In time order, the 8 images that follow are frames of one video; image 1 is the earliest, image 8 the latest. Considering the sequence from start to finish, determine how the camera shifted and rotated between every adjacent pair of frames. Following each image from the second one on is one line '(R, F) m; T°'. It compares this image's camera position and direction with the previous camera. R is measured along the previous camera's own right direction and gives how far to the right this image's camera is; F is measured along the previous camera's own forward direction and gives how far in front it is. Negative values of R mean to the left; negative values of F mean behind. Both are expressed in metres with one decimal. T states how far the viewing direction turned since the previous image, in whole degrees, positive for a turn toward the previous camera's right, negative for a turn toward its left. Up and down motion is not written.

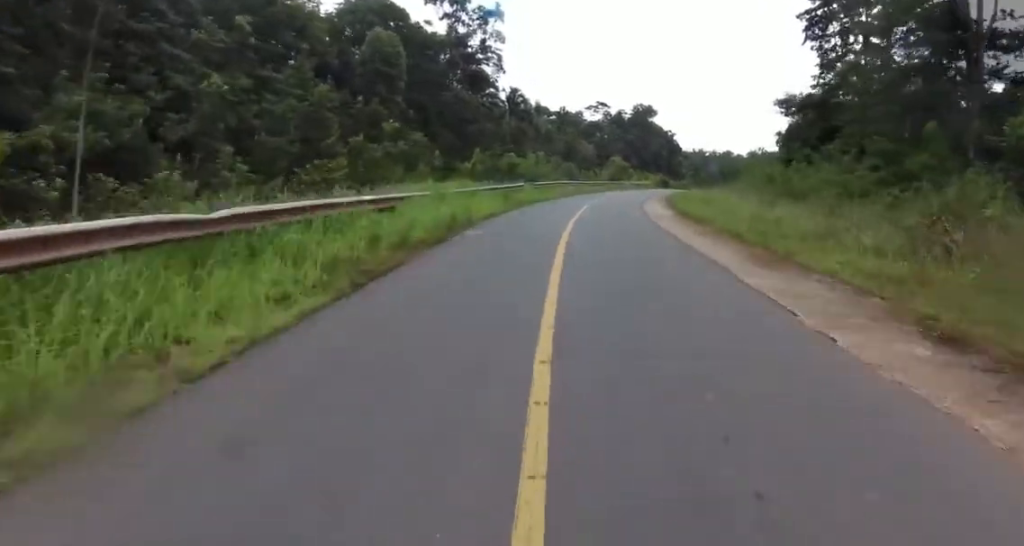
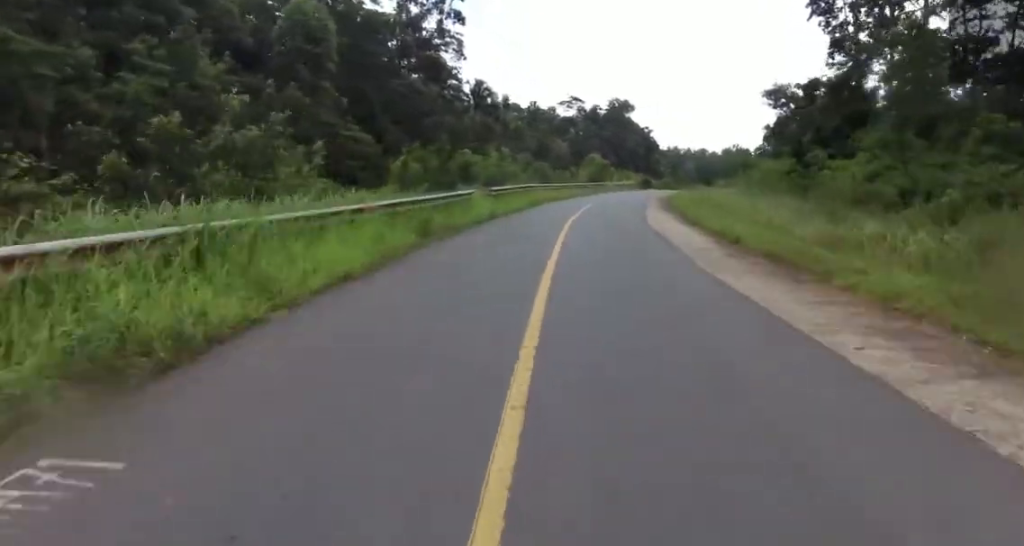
(+0.1, +10.8) m; 0°
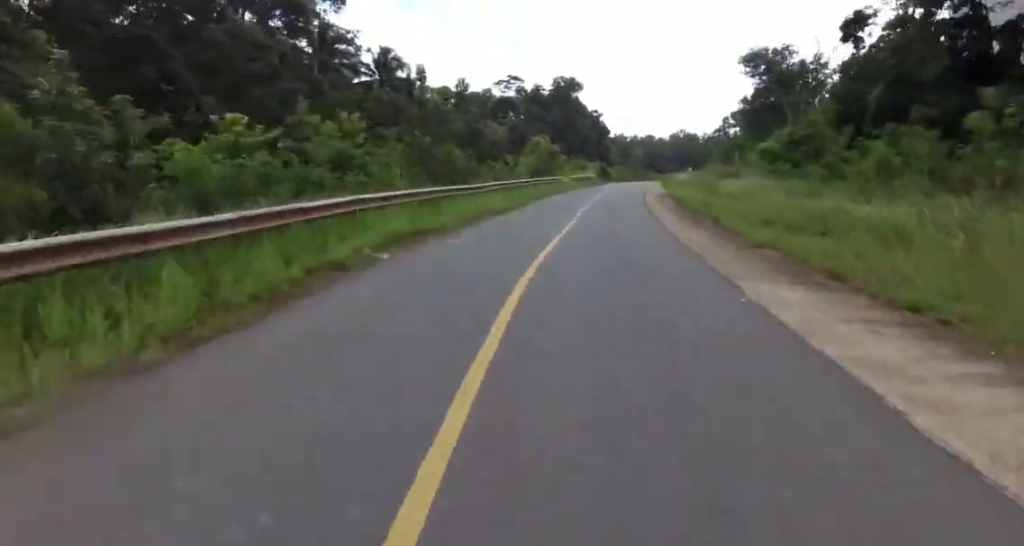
(-0.9, +22.6) m; -1°
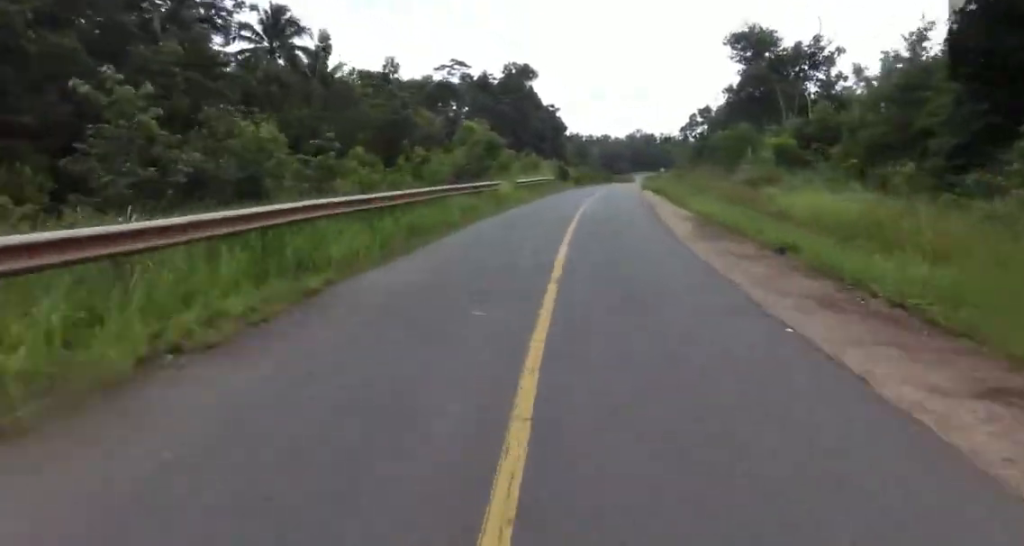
(+0.2, +19.2) m; +3°
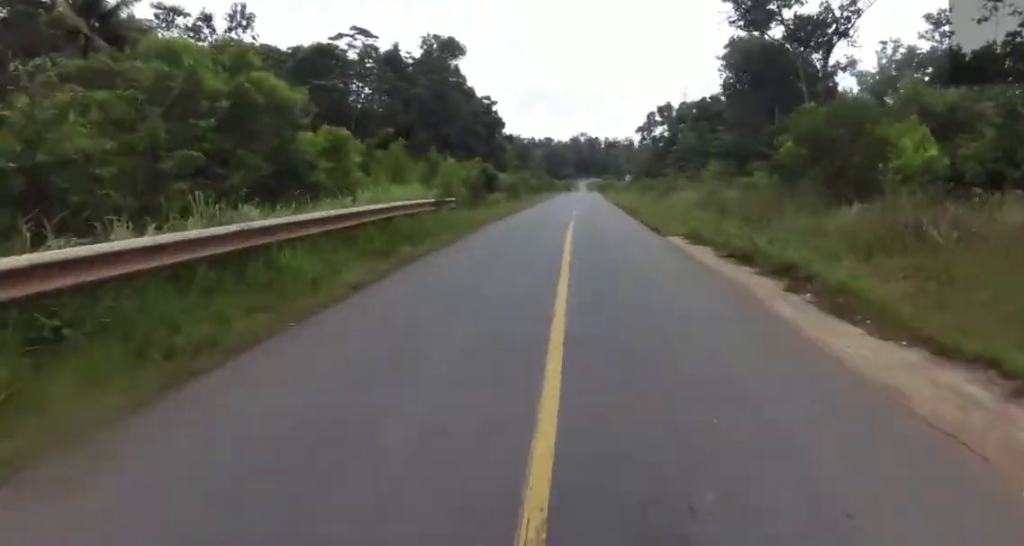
(+1.8, +27.8) m; +5°
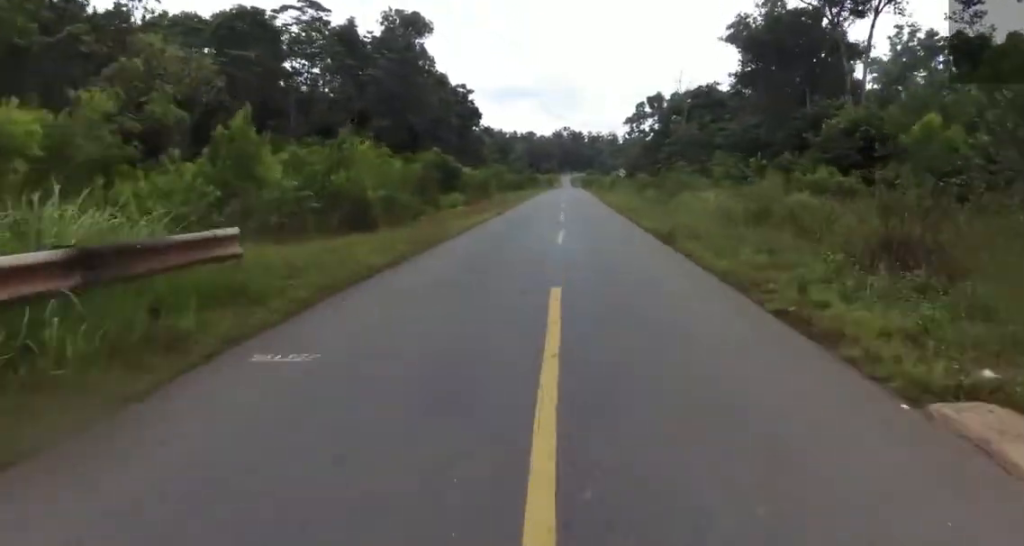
(+0.2, +13.1) m; +1°
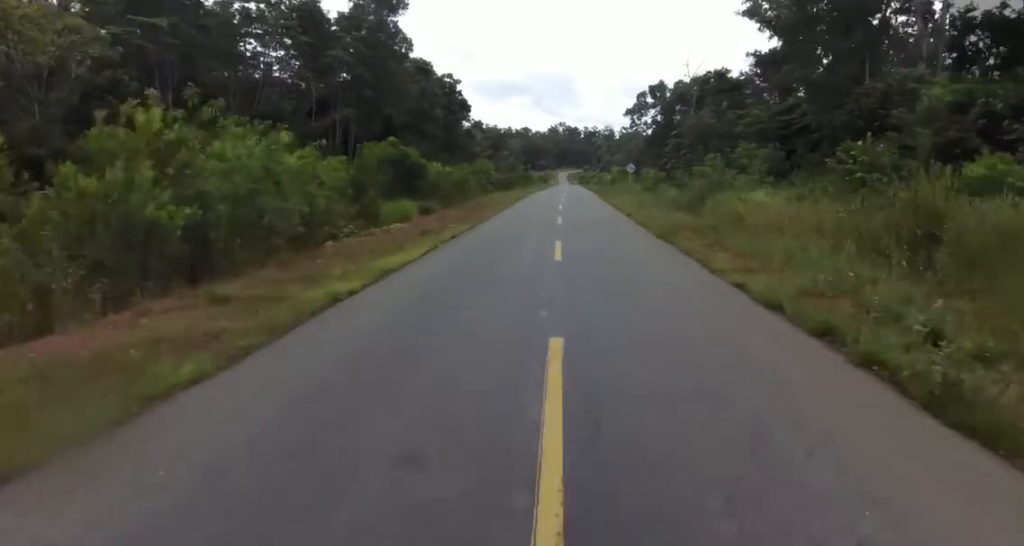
(0.0, +10.3) m; 0°
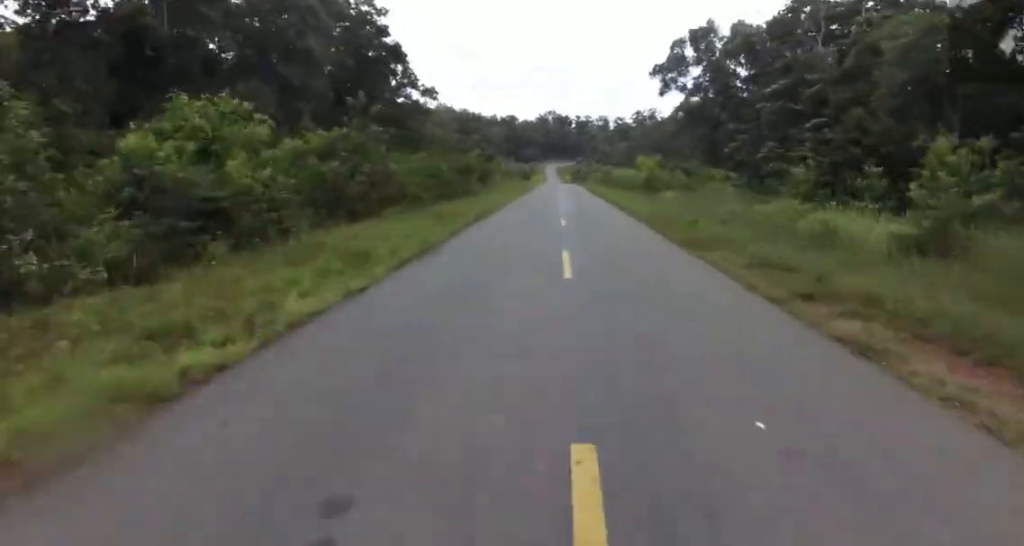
(+0.8, +54.9) m; -1°
